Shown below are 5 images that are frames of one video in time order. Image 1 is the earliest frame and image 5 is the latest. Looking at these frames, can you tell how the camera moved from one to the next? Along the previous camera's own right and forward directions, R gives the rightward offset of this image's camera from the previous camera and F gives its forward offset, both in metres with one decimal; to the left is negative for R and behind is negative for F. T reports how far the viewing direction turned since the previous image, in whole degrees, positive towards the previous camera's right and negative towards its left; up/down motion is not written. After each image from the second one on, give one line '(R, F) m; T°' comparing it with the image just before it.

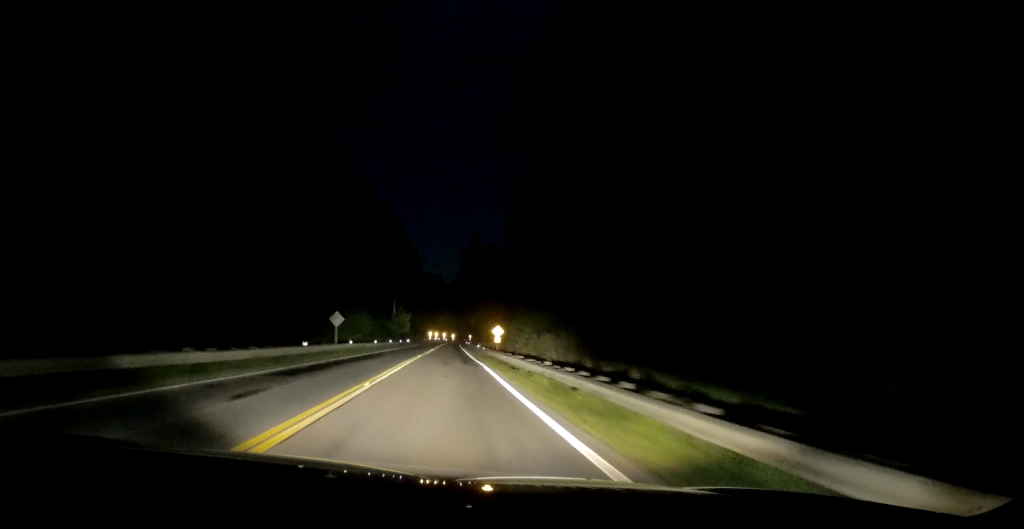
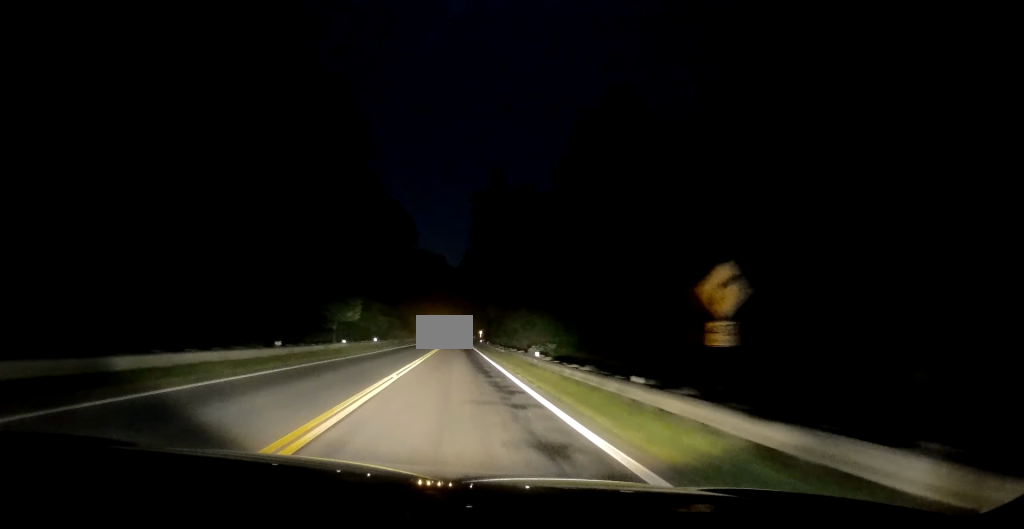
(0.0, +46.1) m; 0°
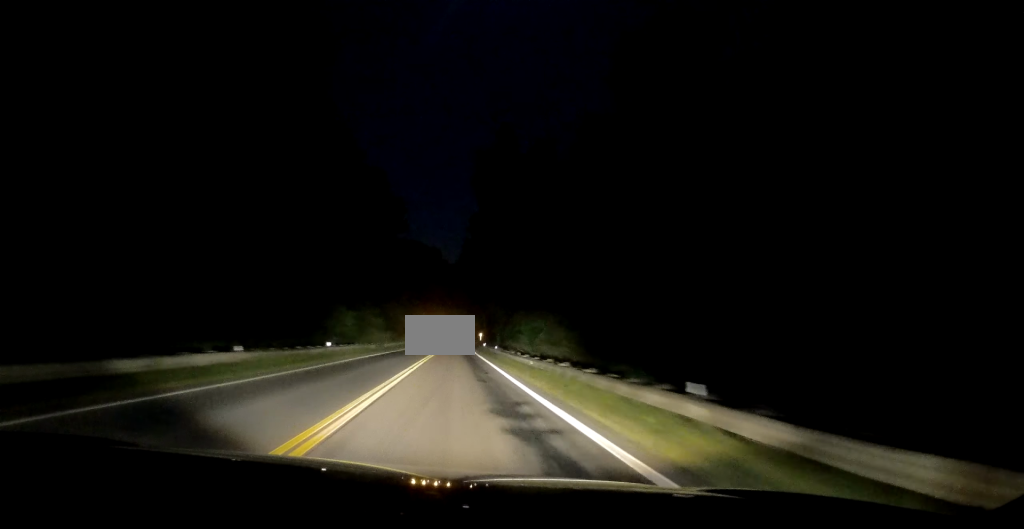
(+0.2, +17.3) m; -1°
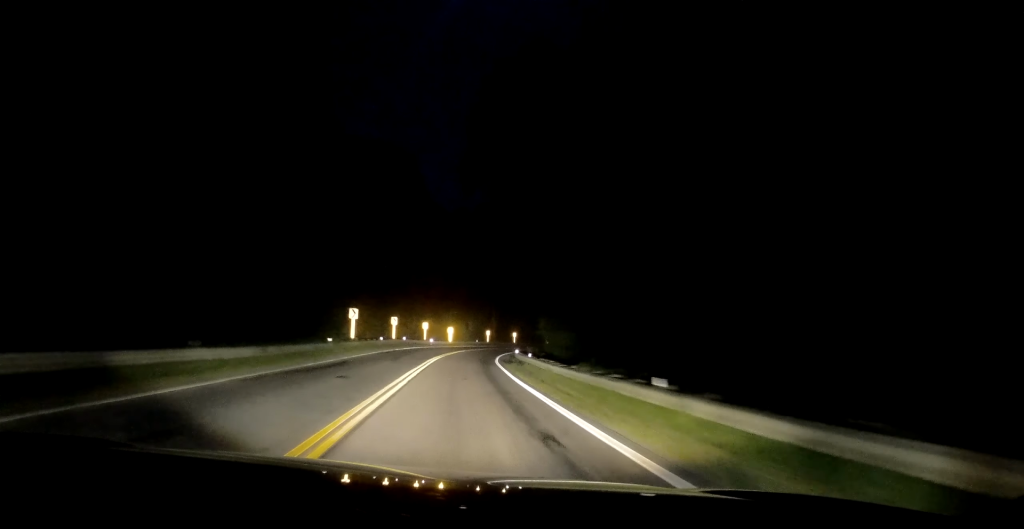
(-0.2, +67.7) m; +2°
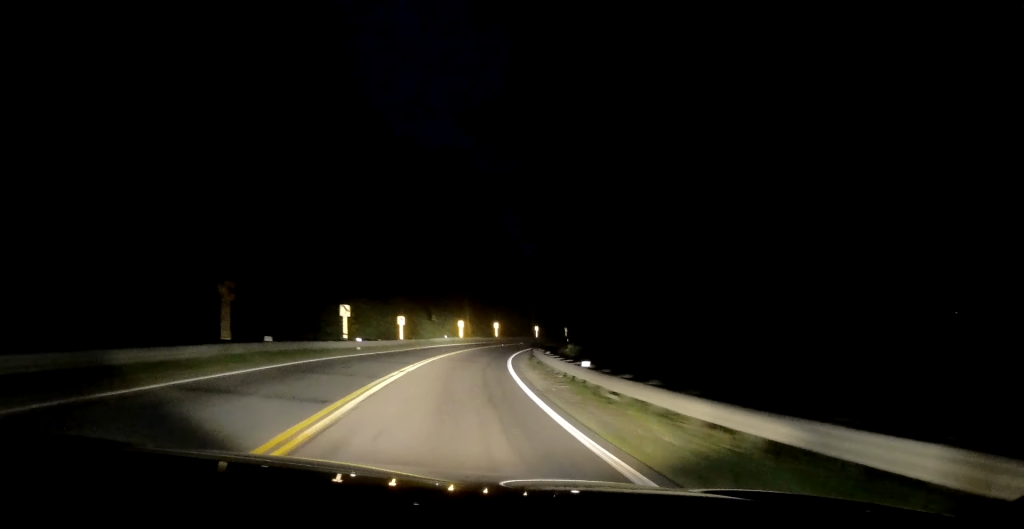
(+0.3, +35.0) m; +1°
